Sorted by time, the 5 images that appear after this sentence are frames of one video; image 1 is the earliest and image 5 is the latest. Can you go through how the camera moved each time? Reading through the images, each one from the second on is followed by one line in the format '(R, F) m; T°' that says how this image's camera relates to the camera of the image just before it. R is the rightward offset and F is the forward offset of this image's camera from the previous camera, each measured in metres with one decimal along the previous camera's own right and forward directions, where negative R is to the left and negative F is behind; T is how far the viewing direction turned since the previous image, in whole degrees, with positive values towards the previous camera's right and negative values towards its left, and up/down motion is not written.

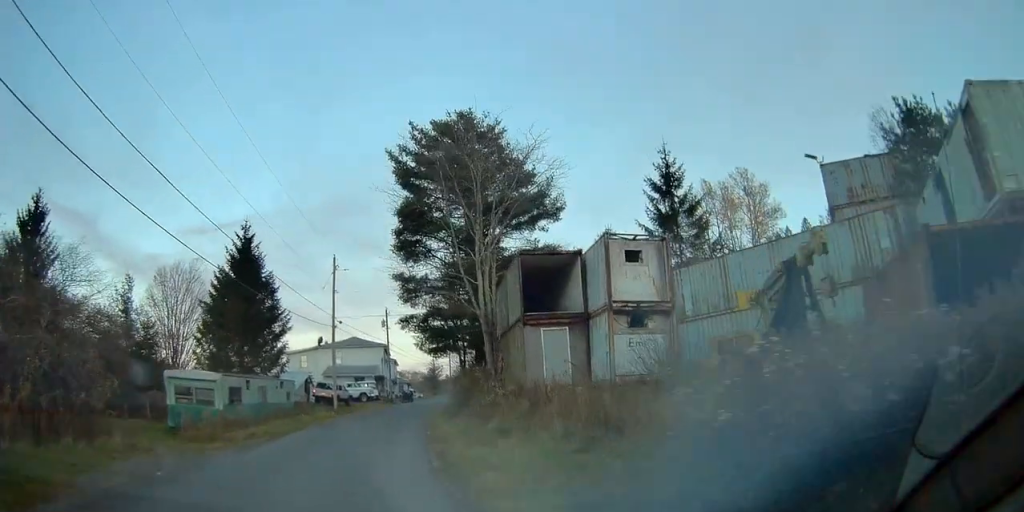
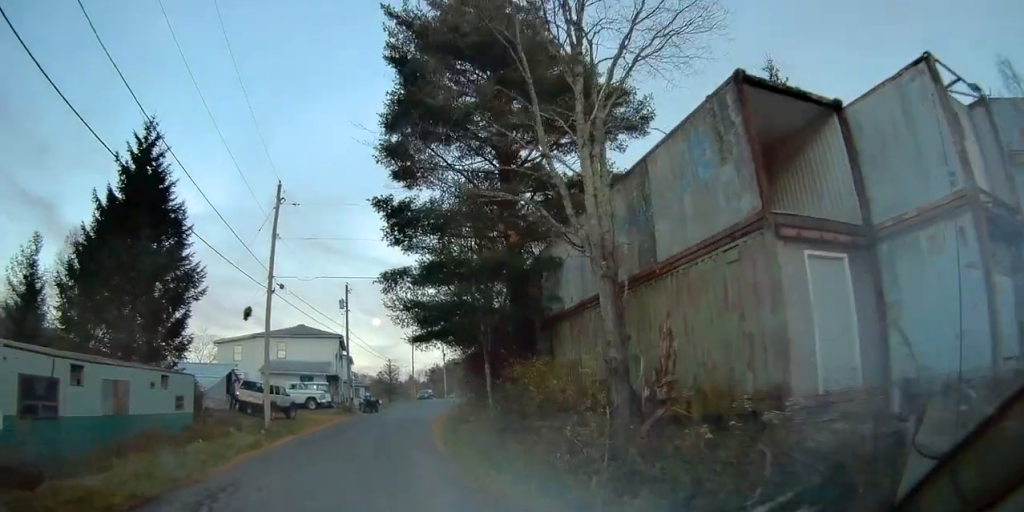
(+0.8, +15.0) m; +6°
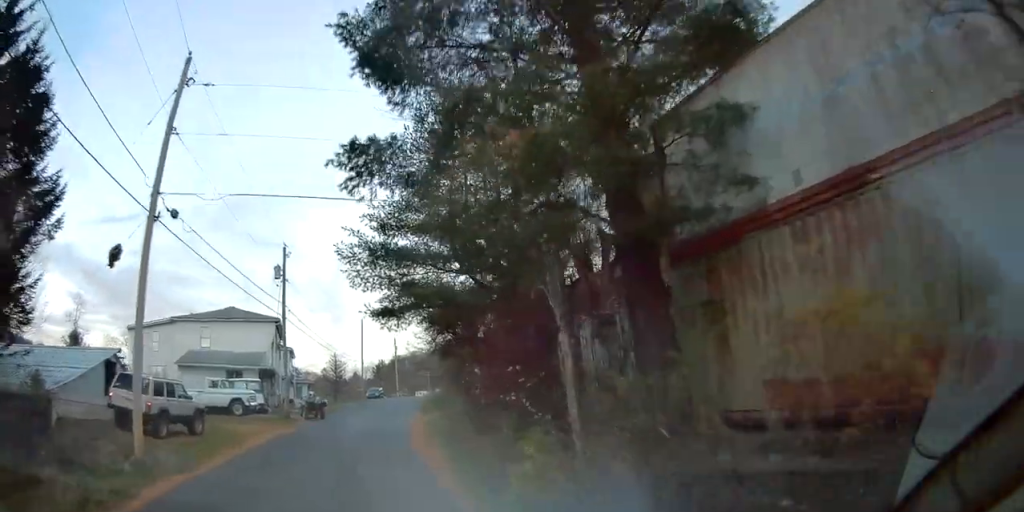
(+0.4, +10.4) m; +5°
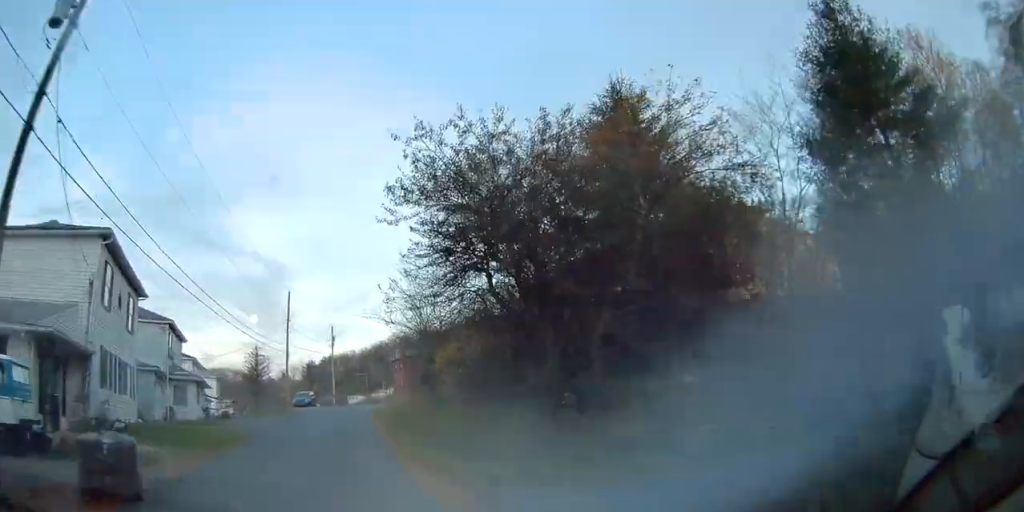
(+1.8, +21.8) m; +8°
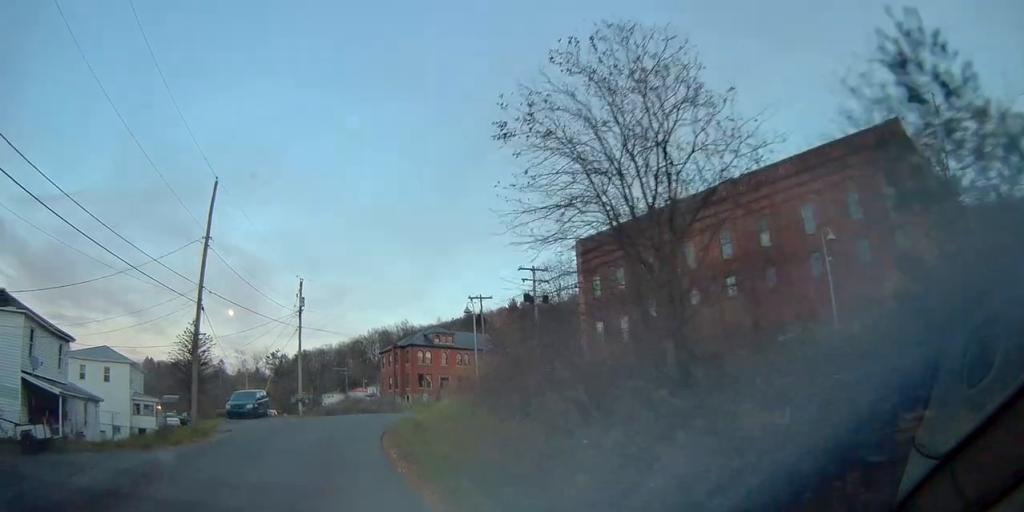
(+0.8, +26.3) m; +4°
